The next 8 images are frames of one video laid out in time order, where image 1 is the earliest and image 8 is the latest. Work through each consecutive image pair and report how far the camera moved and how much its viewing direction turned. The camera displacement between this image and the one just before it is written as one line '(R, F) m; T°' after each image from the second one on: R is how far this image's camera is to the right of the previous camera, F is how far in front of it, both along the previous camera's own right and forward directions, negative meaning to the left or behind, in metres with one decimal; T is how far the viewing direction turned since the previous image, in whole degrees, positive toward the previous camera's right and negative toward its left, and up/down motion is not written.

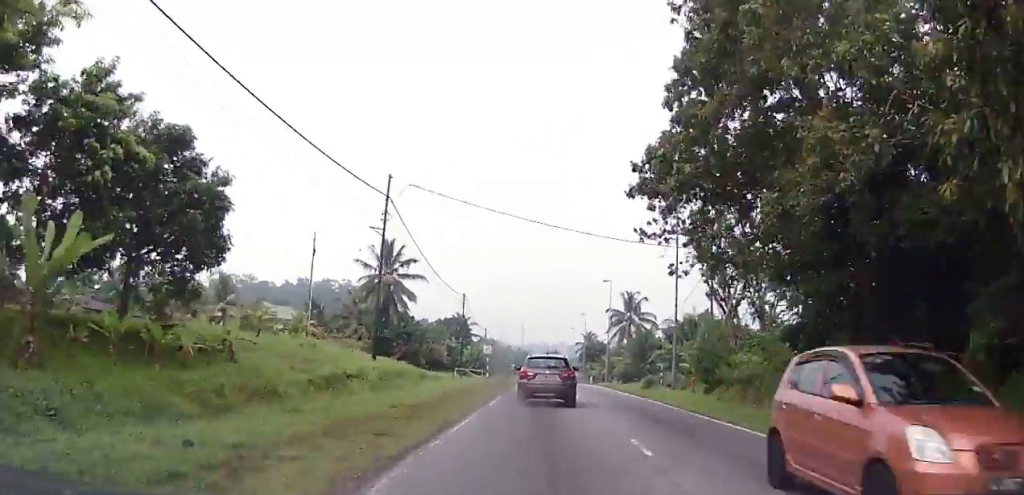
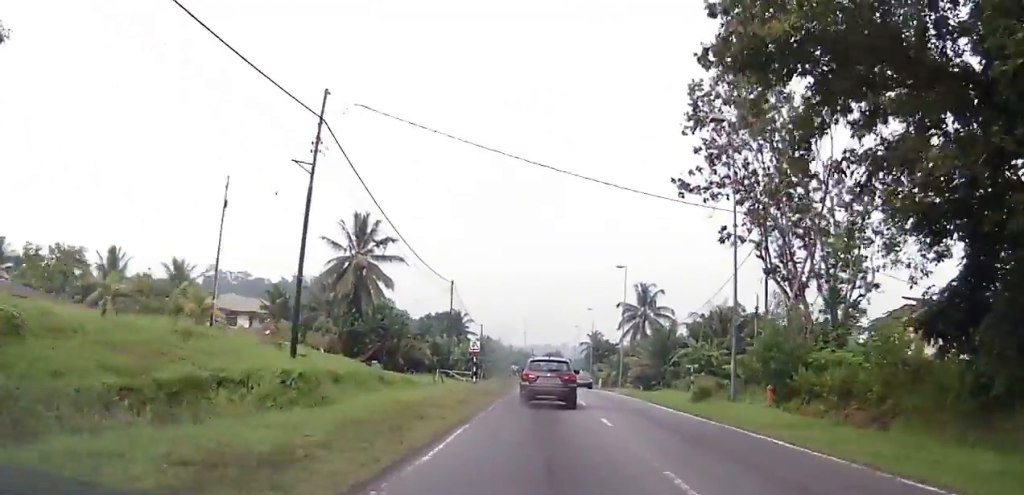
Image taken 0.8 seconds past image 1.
(-0.1, +11.9) m; 0°
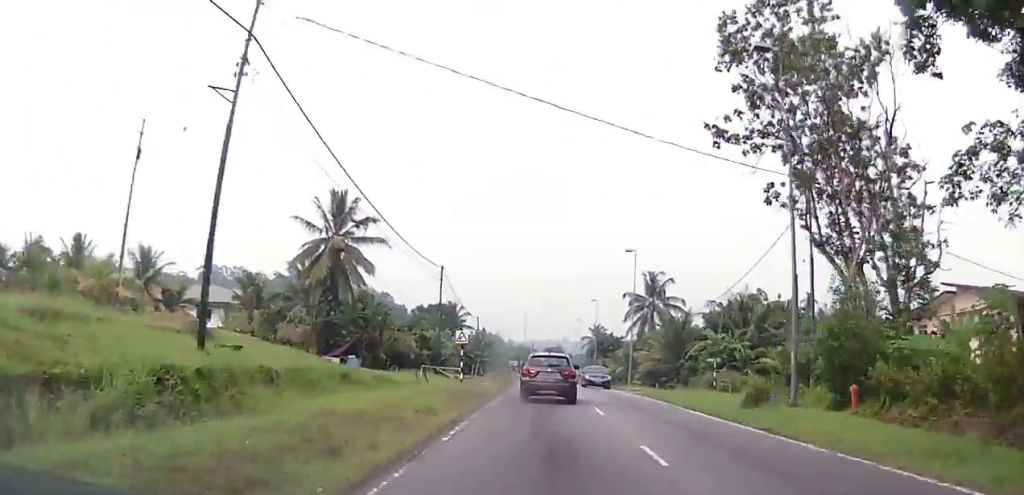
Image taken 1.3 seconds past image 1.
(+0.1, +6.8) m; -1°
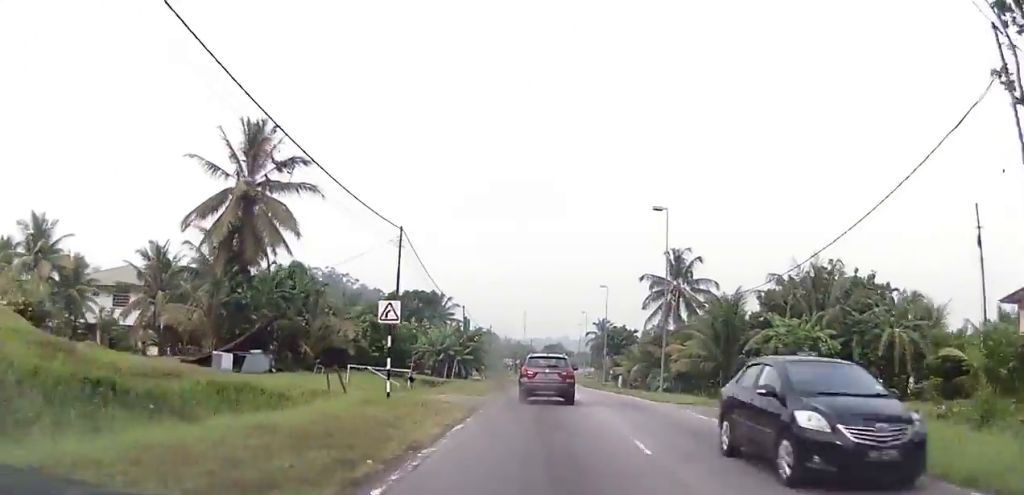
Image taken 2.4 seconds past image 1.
(-0.3, +16.3) m; 0°
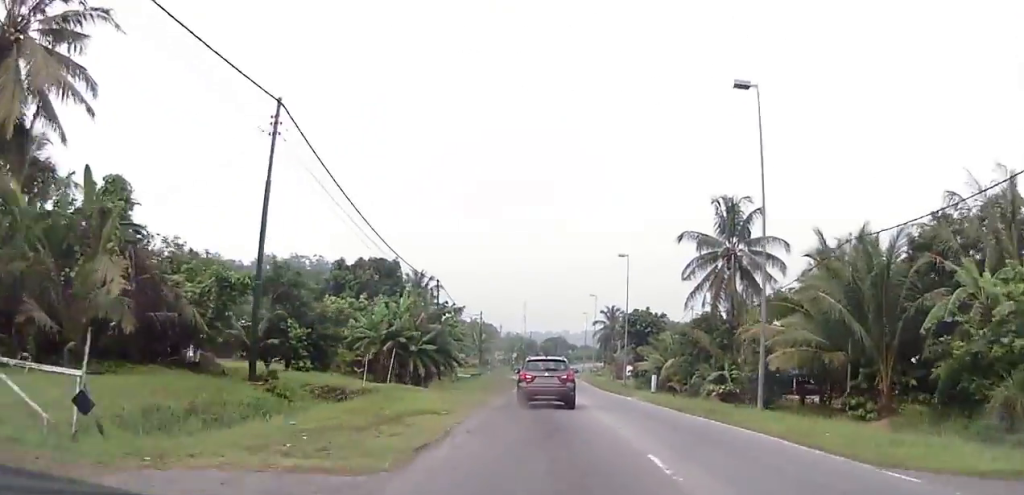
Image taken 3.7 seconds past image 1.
(+0.3, +20.1) m; +2°
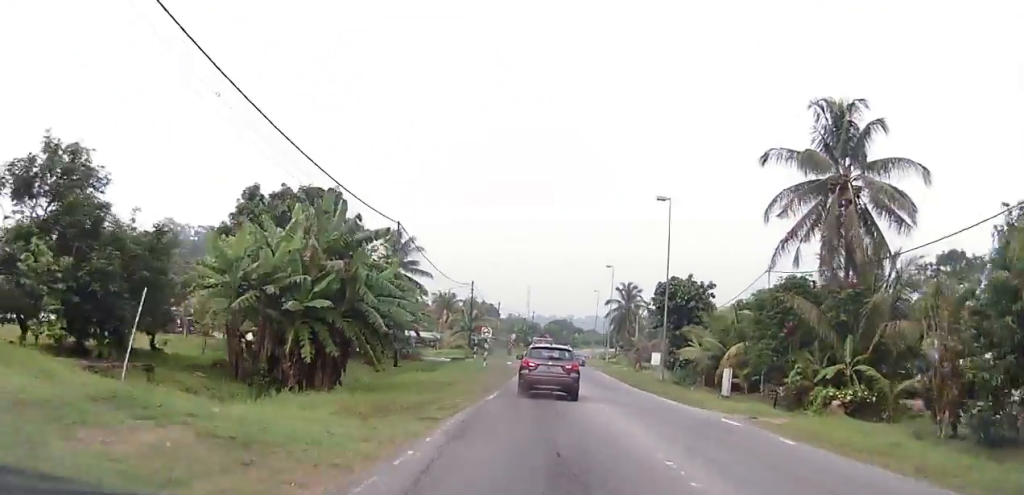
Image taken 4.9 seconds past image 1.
(0.0, +19.0) m; 0°
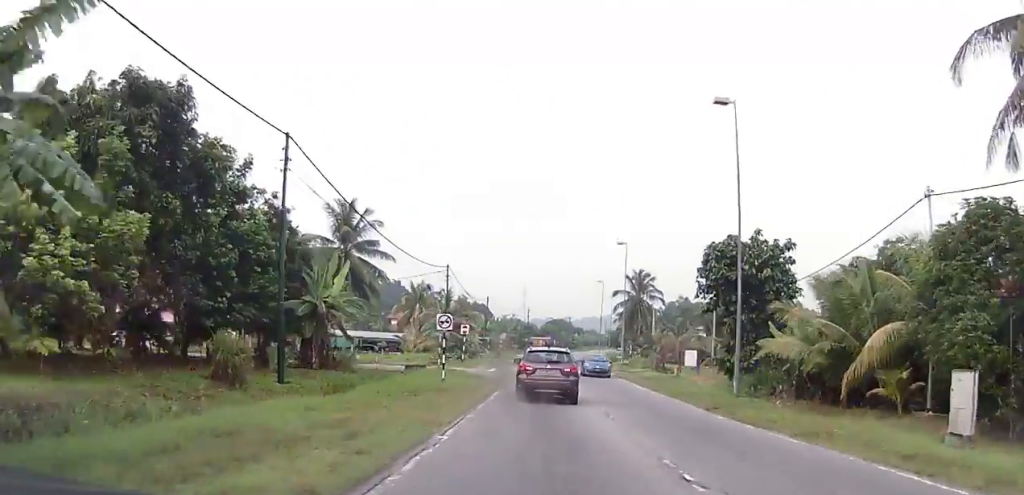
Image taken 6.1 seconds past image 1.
(-0.1, +18.3) m; -1°
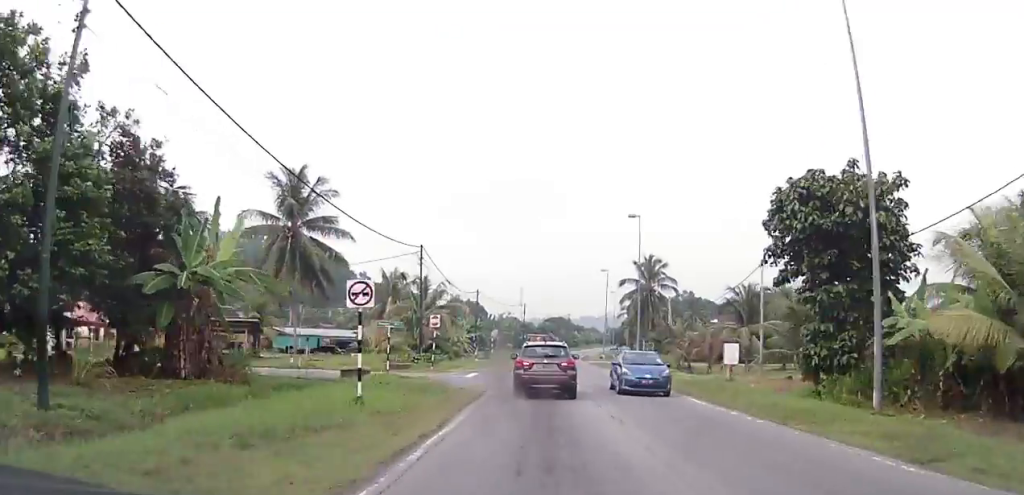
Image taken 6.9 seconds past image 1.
(-0.1, +12.4) m; 0°
